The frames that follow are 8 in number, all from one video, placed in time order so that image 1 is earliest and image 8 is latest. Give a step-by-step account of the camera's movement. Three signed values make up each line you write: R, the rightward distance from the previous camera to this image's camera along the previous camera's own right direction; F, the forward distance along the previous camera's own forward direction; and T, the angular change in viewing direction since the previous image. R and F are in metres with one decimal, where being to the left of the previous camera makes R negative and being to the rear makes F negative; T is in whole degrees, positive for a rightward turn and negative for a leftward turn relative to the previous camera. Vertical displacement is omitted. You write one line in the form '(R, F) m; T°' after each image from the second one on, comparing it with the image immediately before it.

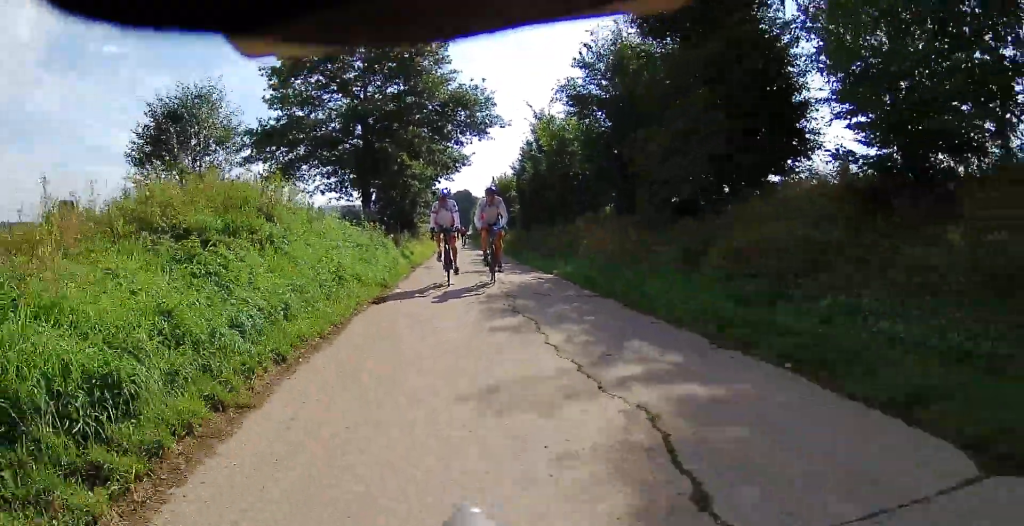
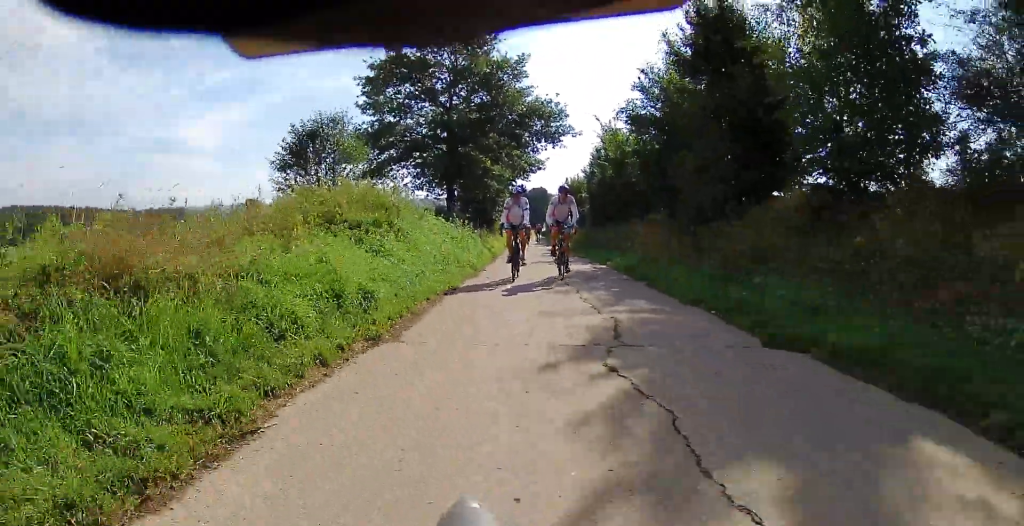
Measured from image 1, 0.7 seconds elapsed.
(0.0, +3.0) m; 0°
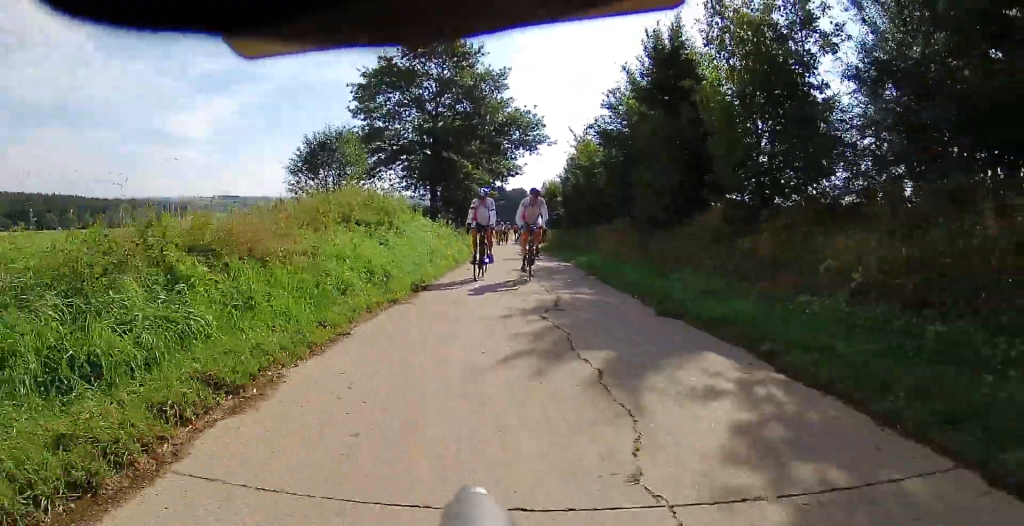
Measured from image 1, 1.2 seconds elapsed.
(0.0, +2.2) m; 0°
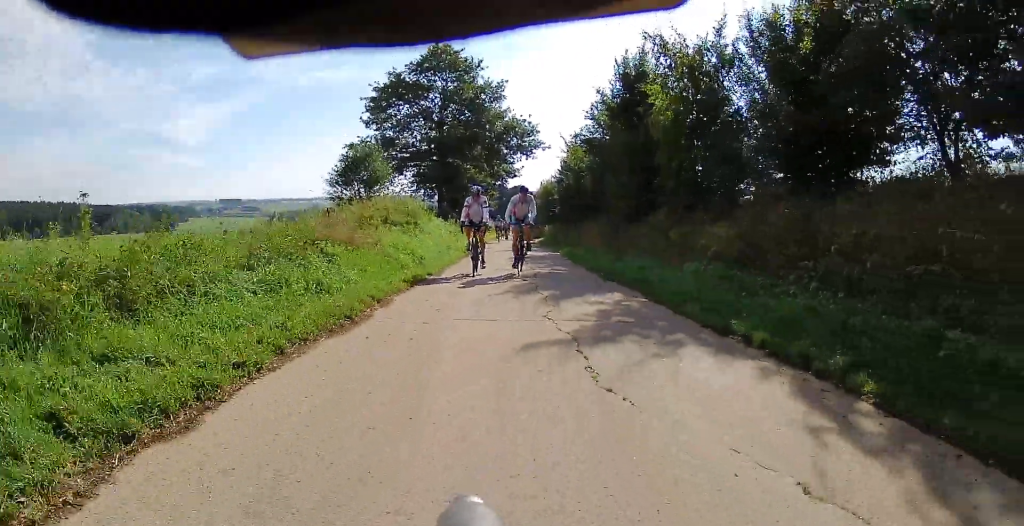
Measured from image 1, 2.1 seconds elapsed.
(0.0, +3.3) m; 0°
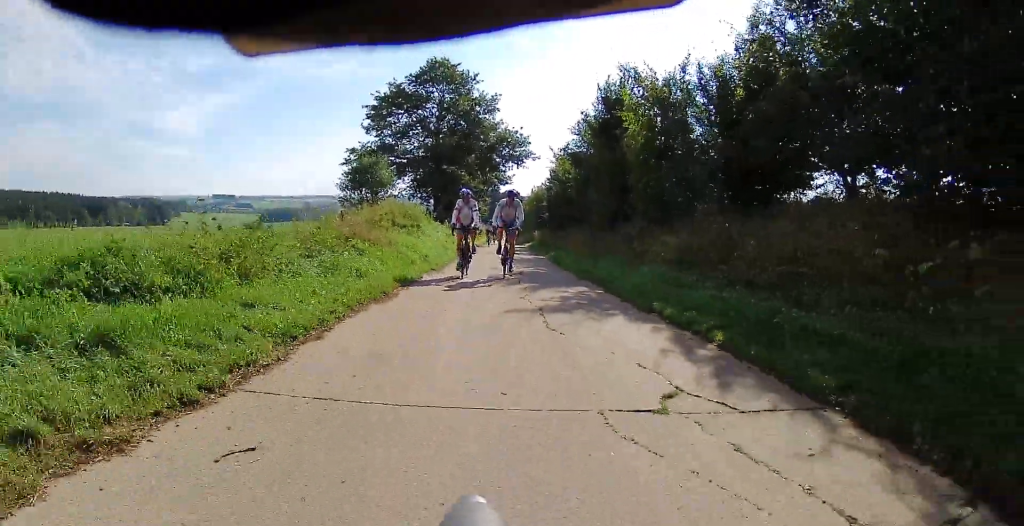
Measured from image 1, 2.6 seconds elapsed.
(0.0, +1.9) m; 0°
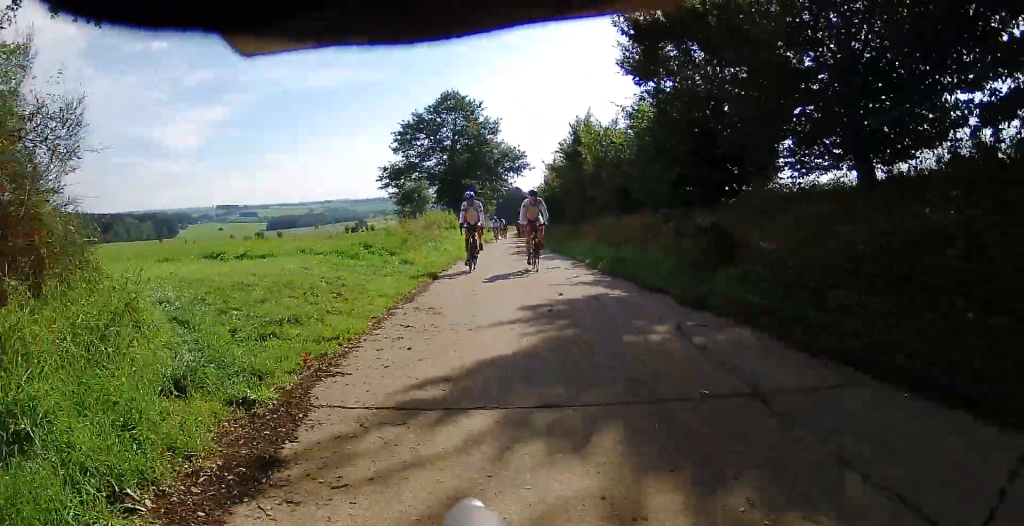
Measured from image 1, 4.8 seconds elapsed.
(0.0, +8.2) m; -1°
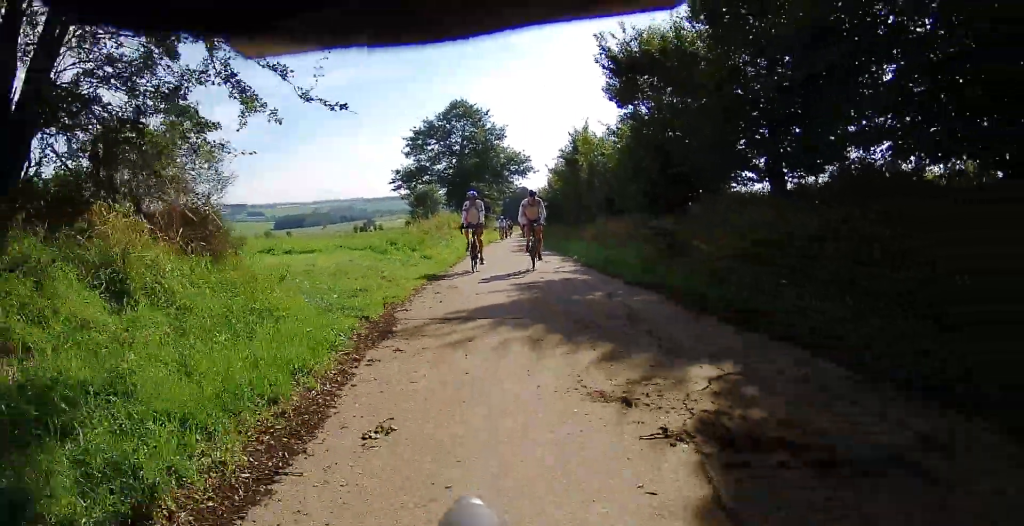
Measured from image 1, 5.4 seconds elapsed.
(0.0, +2.6) m; -5°
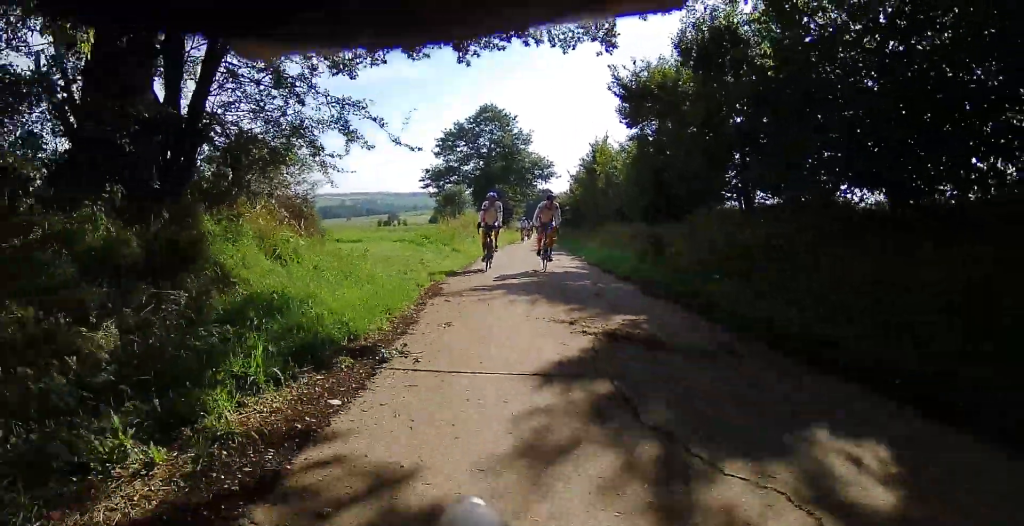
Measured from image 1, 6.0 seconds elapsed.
(-0.1, +2.3) m; -2°
